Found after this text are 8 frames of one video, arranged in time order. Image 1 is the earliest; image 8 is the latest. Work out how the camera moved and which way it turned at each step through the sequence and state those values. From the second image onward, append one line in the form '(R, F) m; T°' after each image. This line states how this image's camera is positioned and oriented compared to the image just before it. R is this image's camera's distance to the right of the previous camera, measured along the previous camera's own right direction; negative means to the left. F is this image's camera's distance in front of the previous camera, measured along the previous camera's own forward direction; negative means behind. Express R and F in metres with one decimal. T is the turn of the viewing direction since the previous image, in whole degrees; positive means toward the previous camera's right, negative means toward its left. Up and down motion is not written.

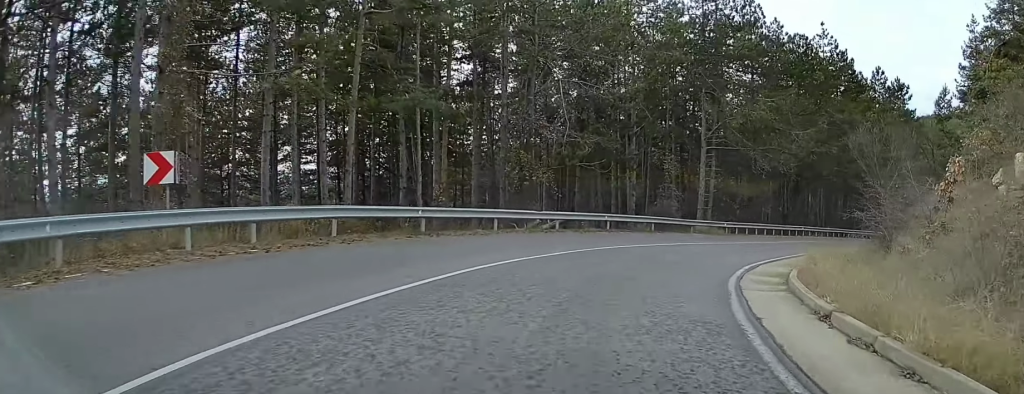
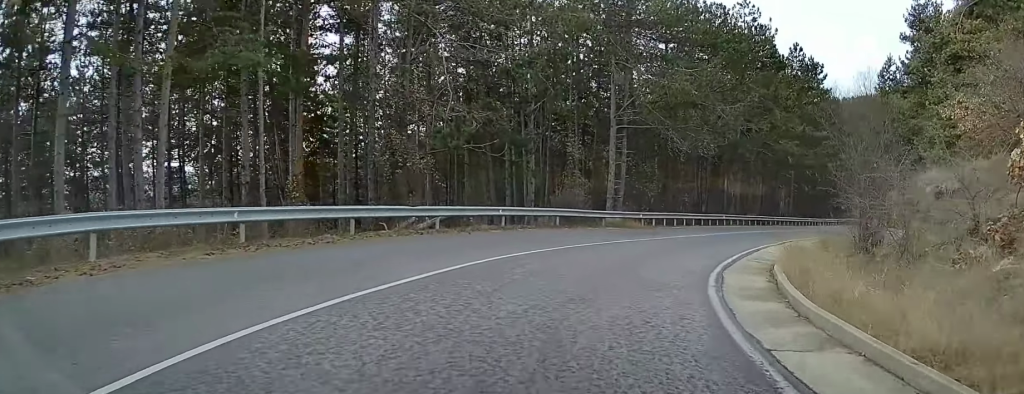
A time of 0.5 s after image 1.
(+0.3, +5.8) m; +4°
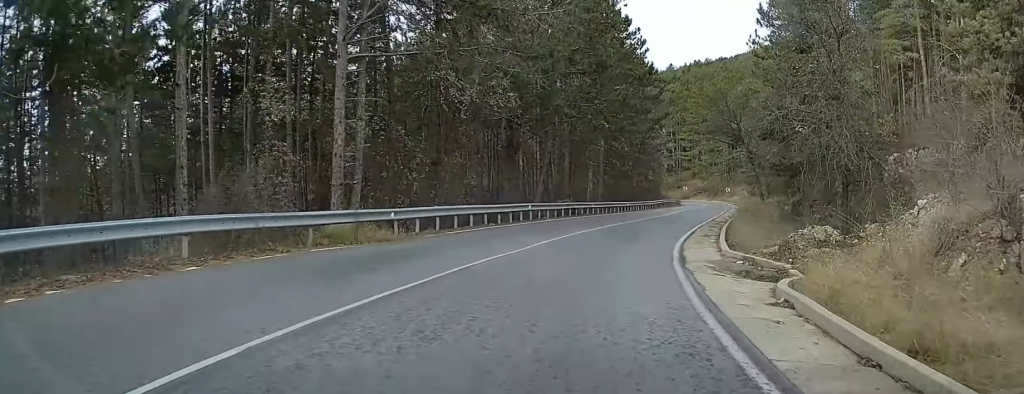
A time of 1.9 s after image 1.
(+1.4, +15.4) m; +11°
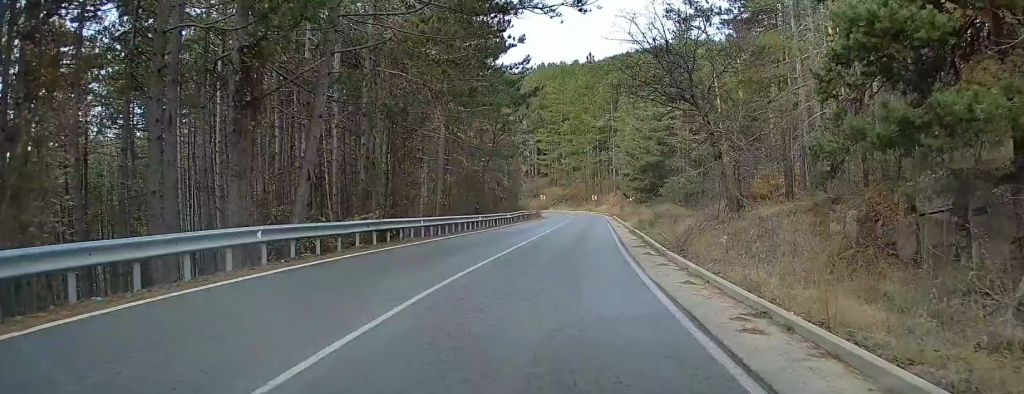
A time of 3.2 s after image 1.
(+1.4, +15.2) m; +12°
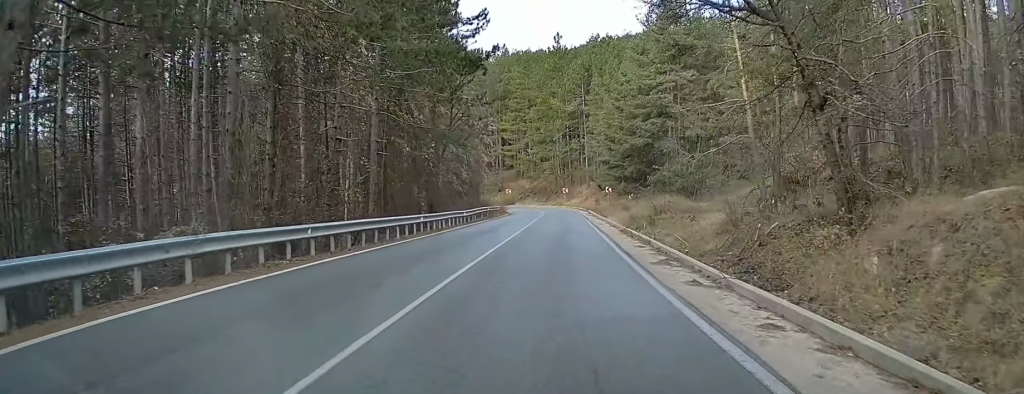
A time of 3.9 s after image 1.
(+0.5, +8.3) m; +9°
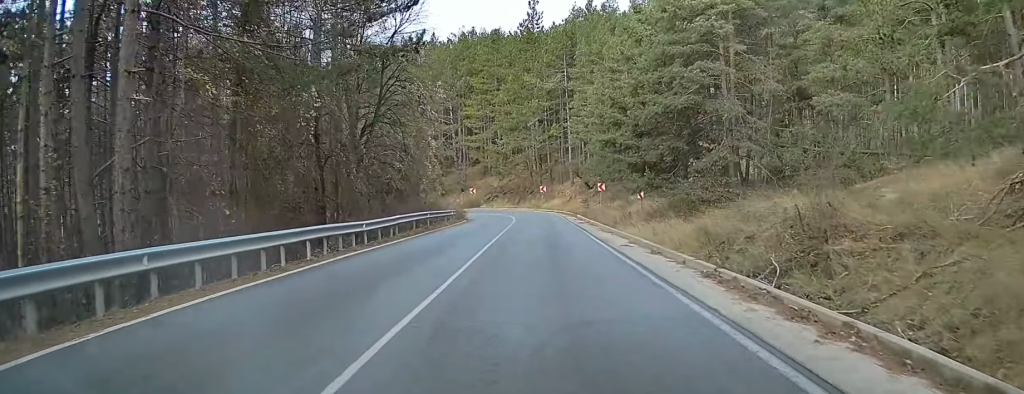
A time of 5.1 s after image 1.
(+2.5, +16.5) m; +9°
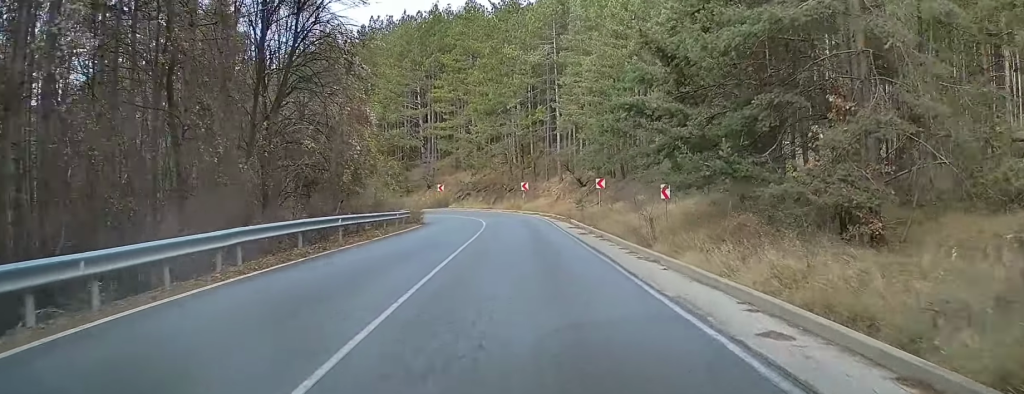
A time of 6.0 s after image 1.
(-0.5, +12.9) m; -1°
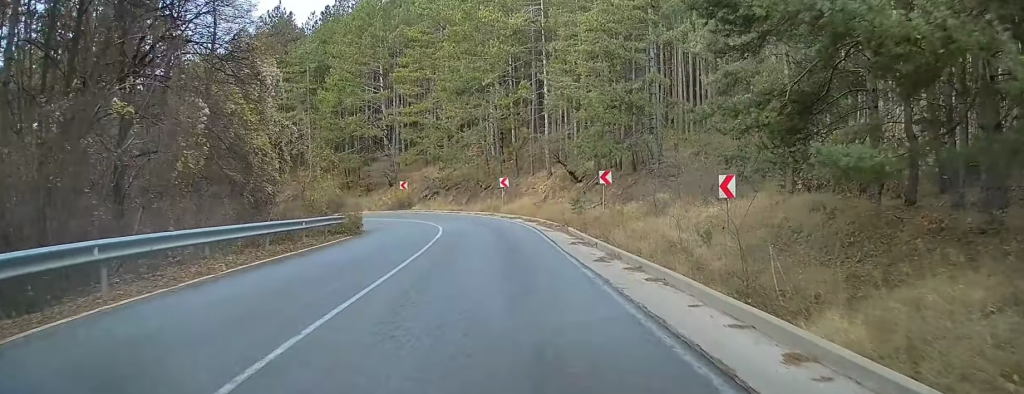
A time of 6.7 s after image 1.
(0.0, +11.3) m; -1°
